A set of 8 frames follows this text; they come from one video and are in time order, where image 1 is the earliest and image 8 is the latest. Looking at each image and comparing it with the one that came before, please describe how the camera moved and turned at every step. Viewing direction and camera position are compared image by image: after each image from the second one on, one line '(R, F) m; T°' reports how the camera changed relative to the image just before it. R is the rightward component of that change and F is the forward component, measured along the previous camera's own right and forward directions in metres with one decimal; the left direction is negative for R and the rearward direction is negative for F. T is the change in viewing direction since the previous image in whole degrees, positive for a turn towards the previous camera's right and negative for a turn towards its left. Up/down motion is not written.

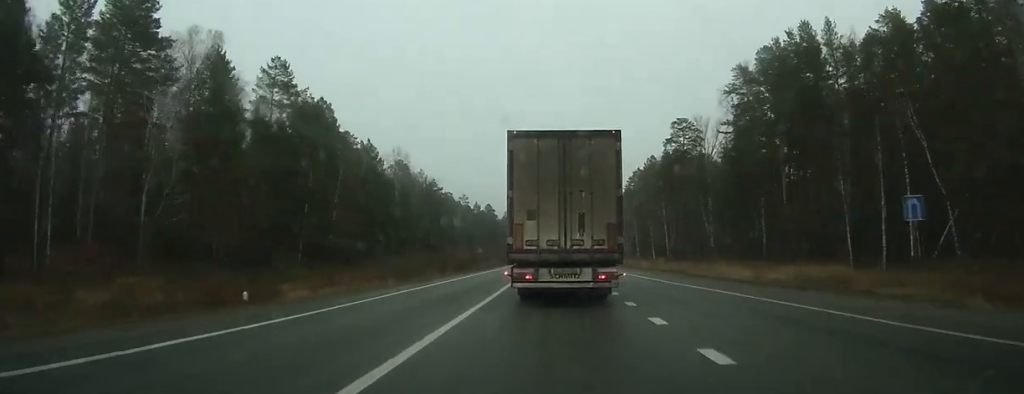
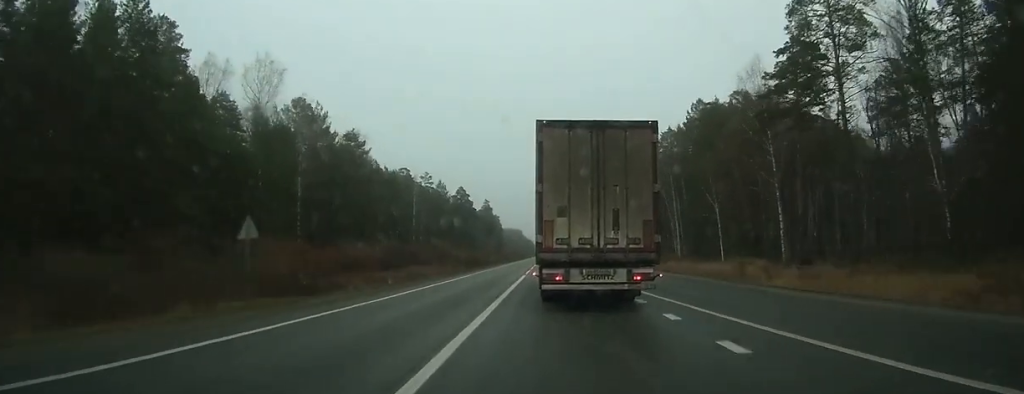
(-0.5, +63.2) m; -1°
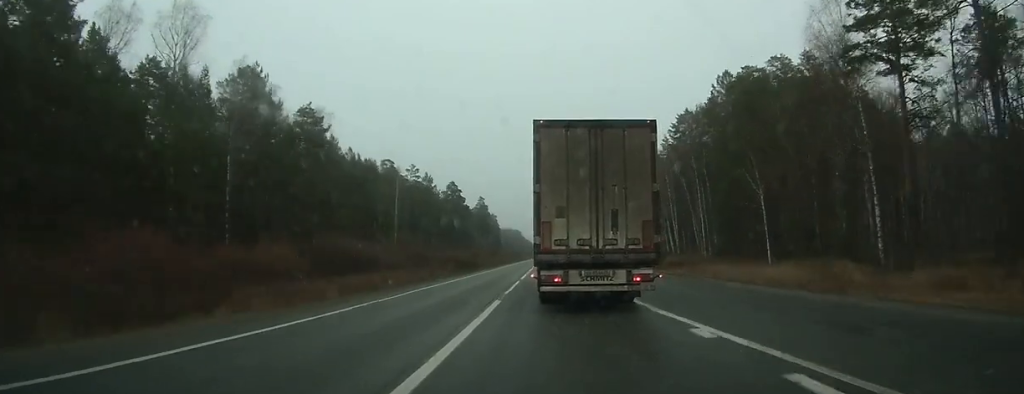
(0.0, +18.6) m; 0°
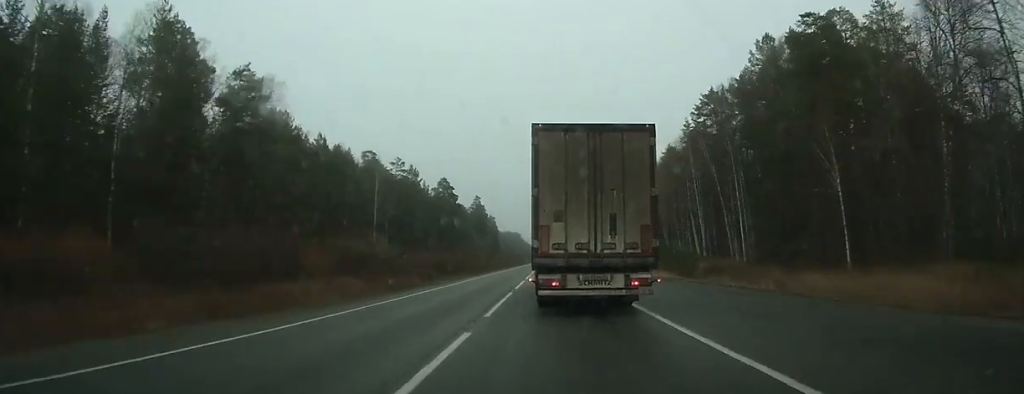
(0.0, +18.6) m; 0°
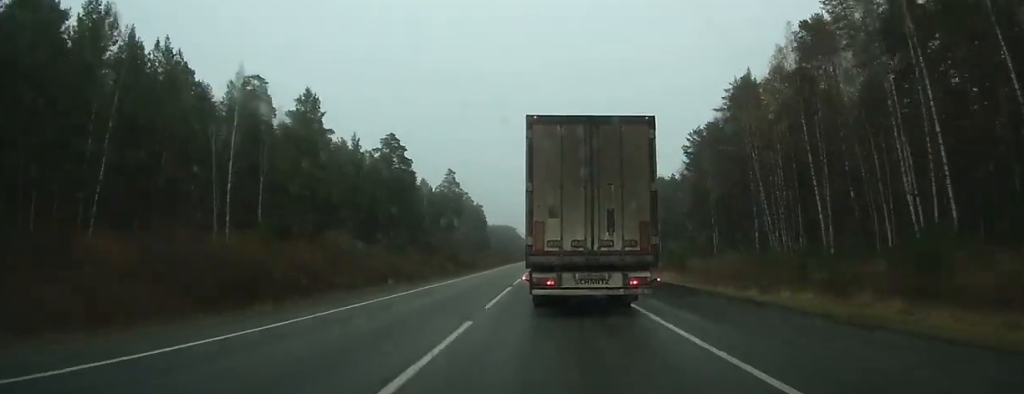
(+0.4, +58.2) m; 0°
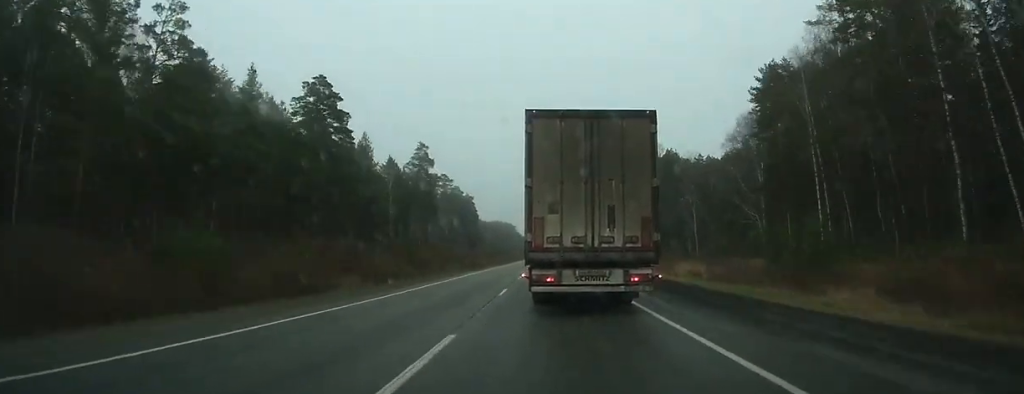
(0.0, +38.1) m; 0°
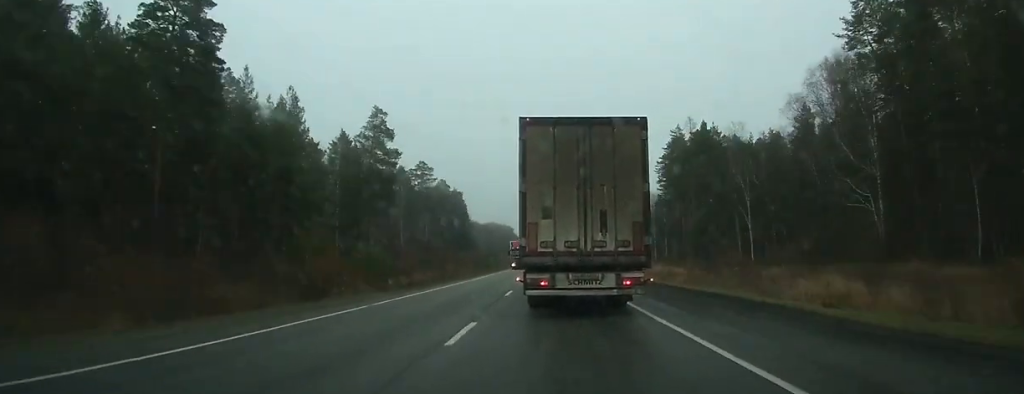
(-0.2, +33.8) m; 0°
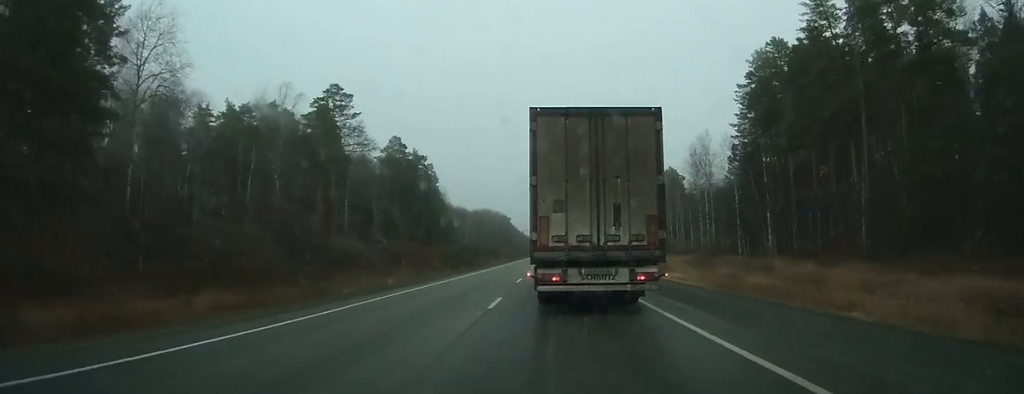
(0.0, +66.3) m; 0°
